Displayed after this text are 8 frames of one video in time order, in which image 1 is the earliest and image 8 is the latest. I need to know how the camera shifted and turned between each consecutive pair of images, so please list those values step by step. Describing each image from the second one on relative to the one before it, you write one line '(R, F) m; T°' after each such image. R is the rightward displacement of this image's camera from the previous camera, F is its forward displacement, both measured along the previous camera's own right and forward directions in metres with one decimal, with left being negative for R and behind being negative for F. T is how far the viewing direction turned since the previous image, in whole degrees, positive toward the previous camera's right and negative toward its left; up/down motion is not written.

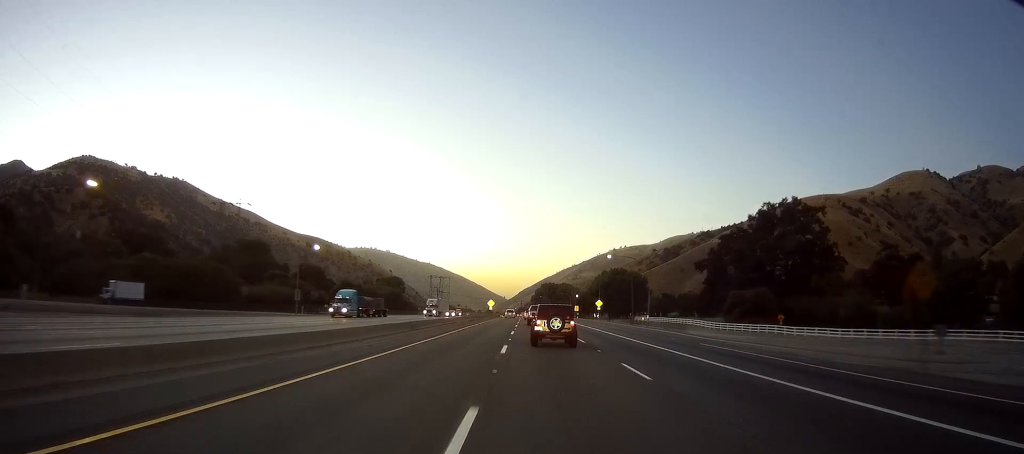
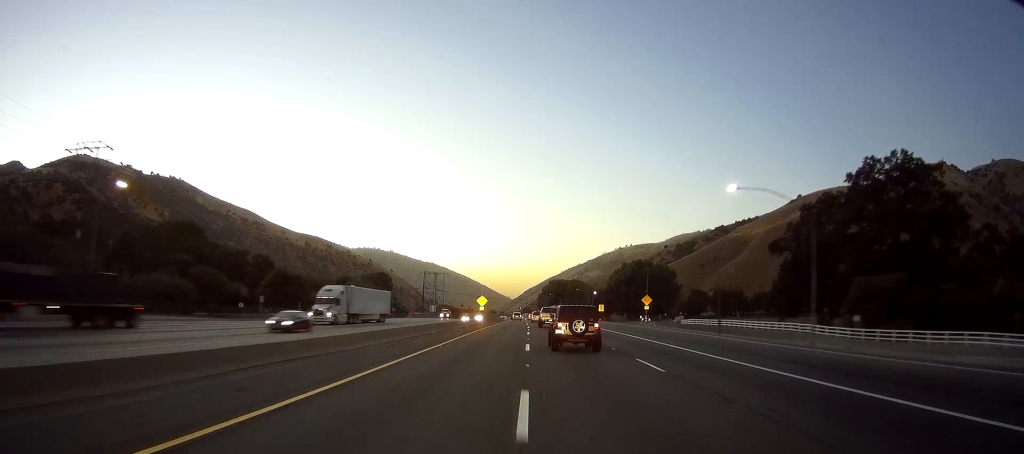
(0.0, +42.0) m; -1°
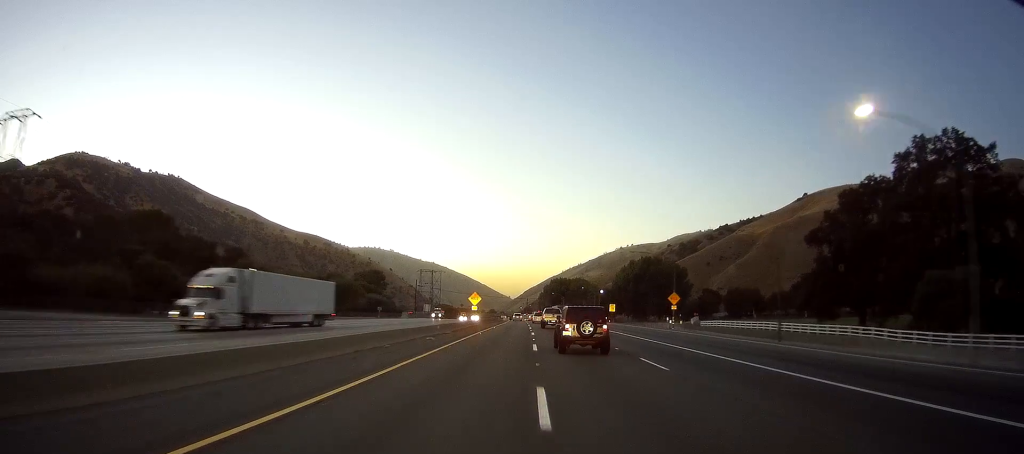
(-0.1, +14.1) m; 0°
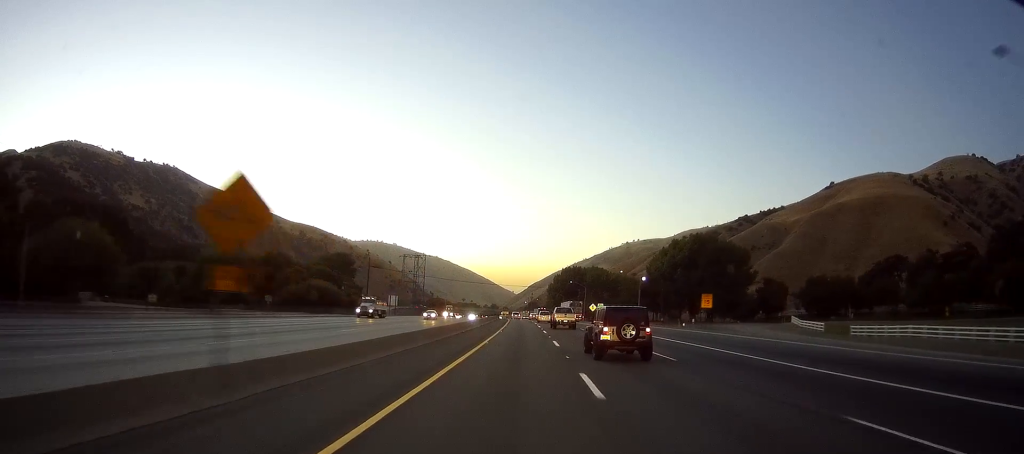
(-0.8, +55.7) m; 0°
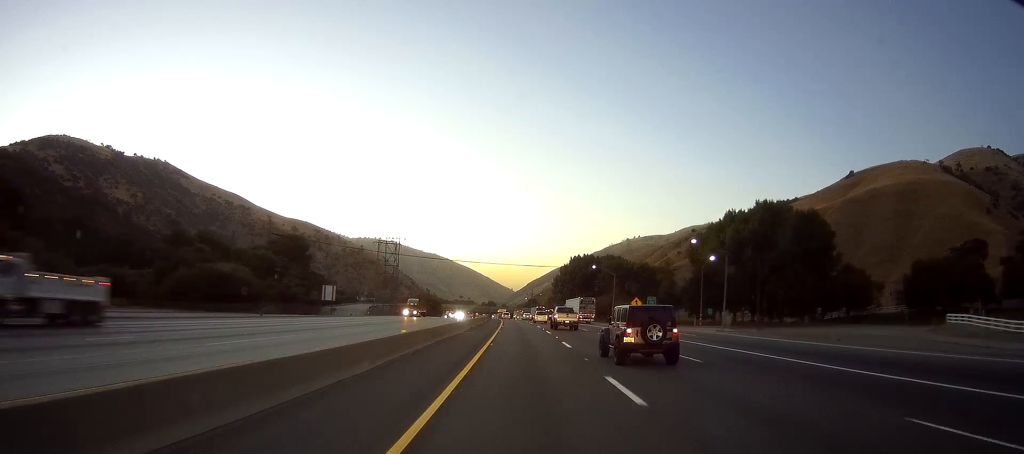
(+0.5, +44.9) m; 0°
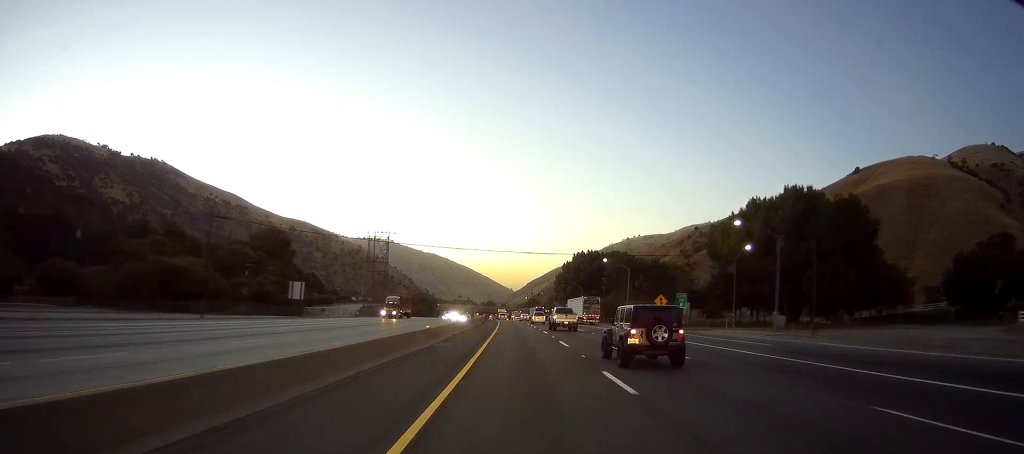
(-0.1, +13.2) m; -1°
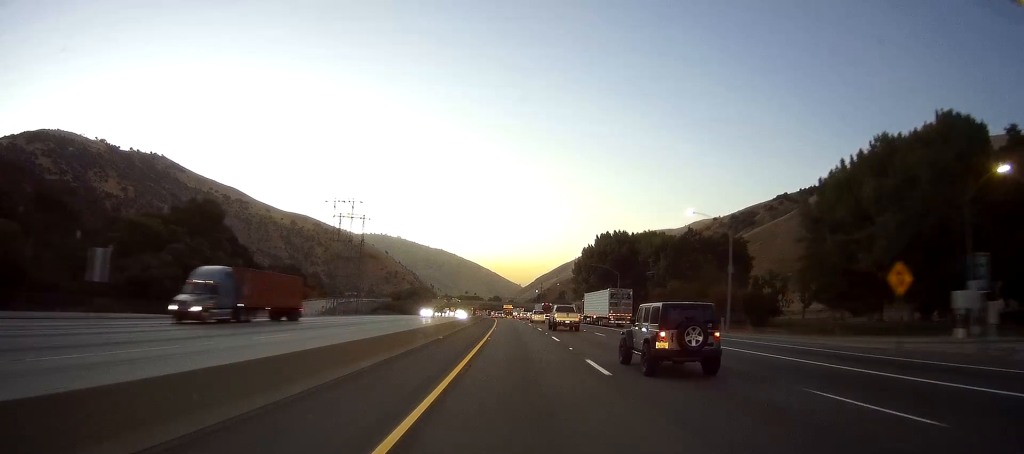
(-0.4, +40.9) m; -2°
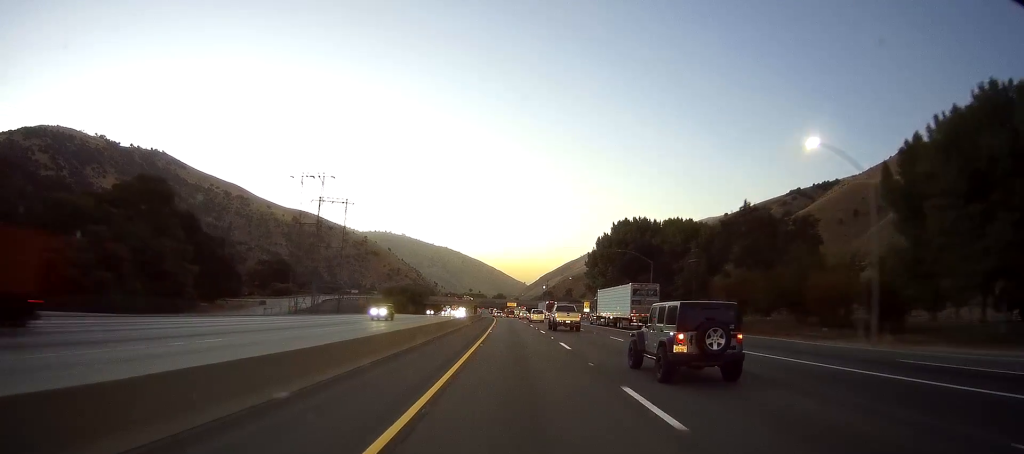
(-0.3, +20.9) m; 0°
